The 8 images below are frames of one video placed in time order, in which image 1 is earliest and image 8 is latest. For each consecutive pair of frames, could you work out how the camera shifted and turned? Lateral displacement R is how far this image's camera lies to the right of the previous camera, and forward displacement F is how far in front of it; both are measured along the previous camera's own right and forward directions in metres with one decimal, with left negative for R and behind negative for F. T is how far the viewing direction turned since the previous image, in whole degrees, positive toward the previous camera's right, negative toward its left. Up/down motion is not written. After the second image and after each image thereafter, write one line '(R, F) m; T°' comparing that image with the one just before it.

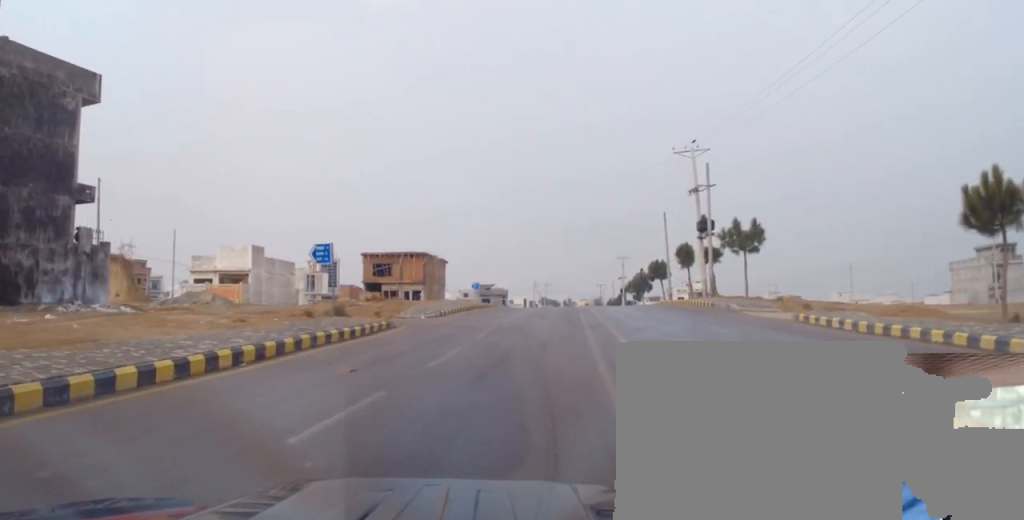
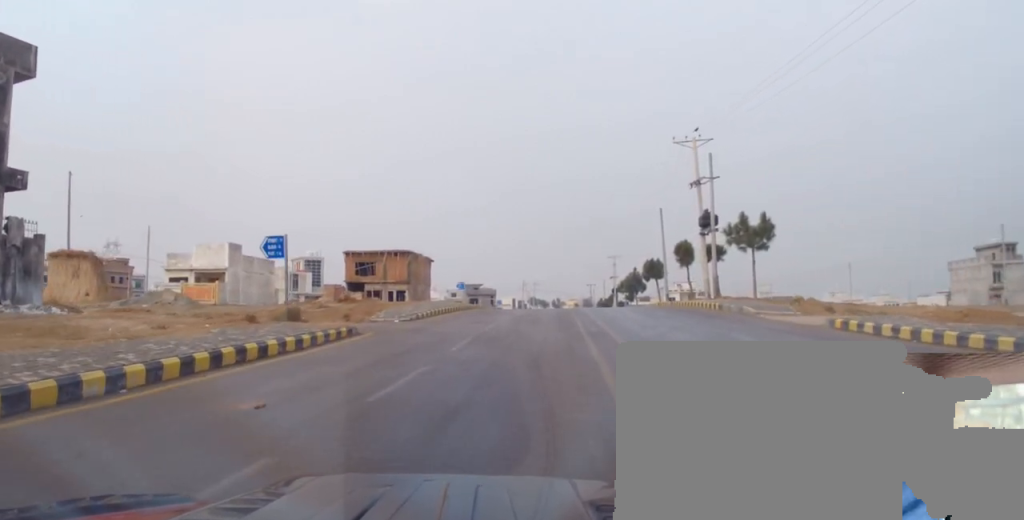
(-0.1, +3.4) m; +2°
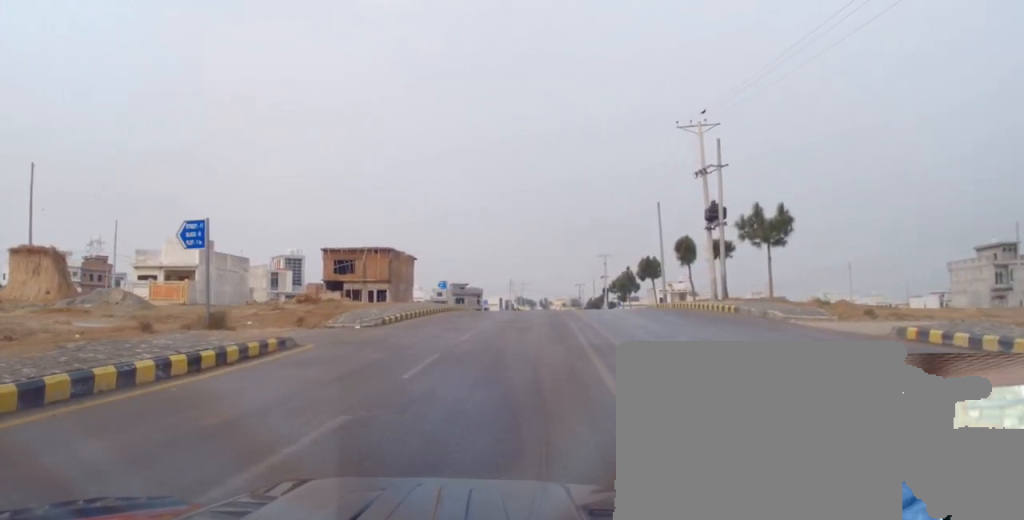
(+0.1, +4.4) m; +2°
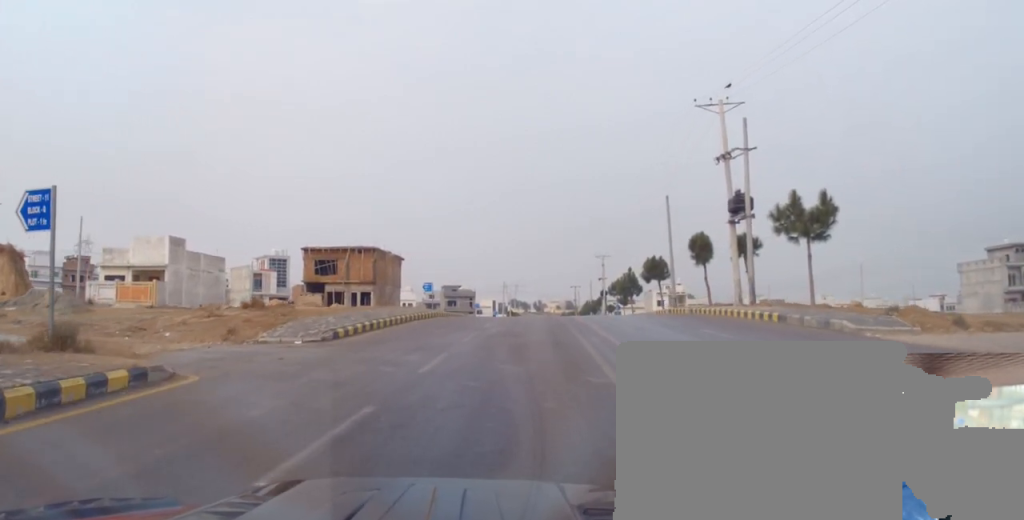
(+0.3, +5.6) m; +1°
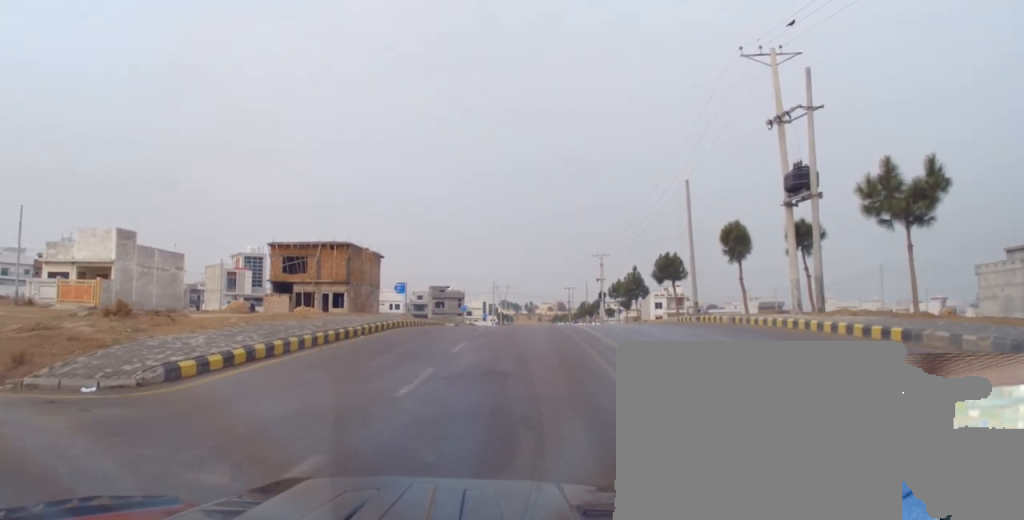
(-0.2, +8.2) m; 0°
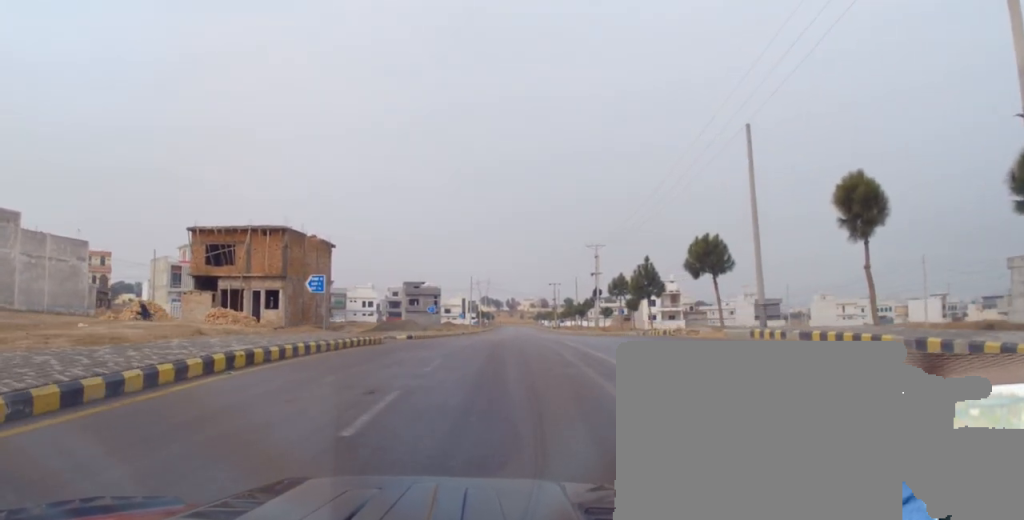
(+0.3, +14.3) m; +1°
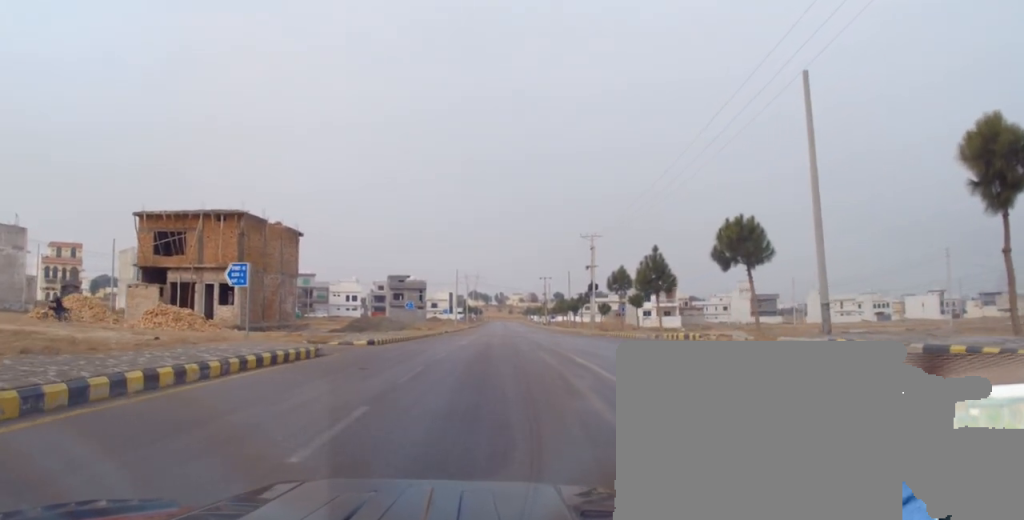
(-0.2, +7.0) m; +1°
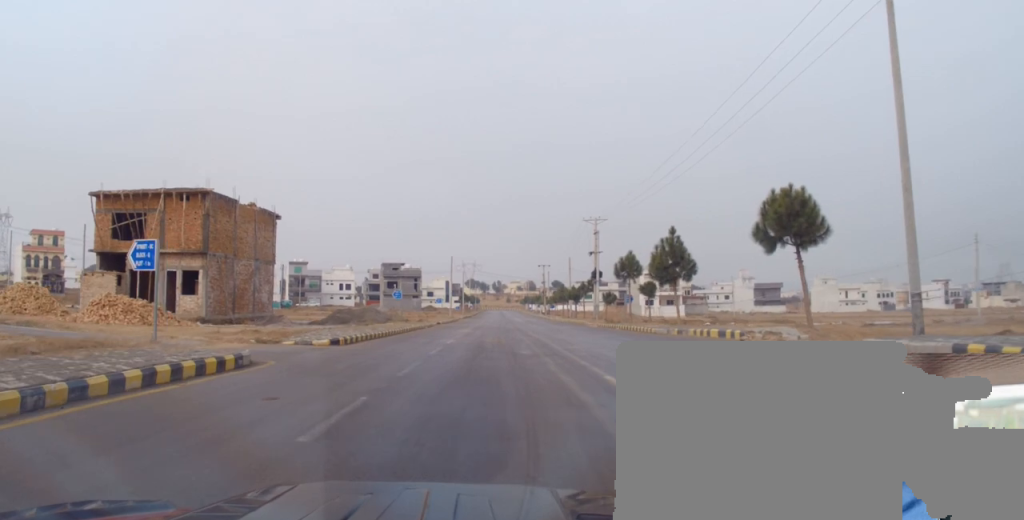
(+0.3, +5.4) m; 0°
